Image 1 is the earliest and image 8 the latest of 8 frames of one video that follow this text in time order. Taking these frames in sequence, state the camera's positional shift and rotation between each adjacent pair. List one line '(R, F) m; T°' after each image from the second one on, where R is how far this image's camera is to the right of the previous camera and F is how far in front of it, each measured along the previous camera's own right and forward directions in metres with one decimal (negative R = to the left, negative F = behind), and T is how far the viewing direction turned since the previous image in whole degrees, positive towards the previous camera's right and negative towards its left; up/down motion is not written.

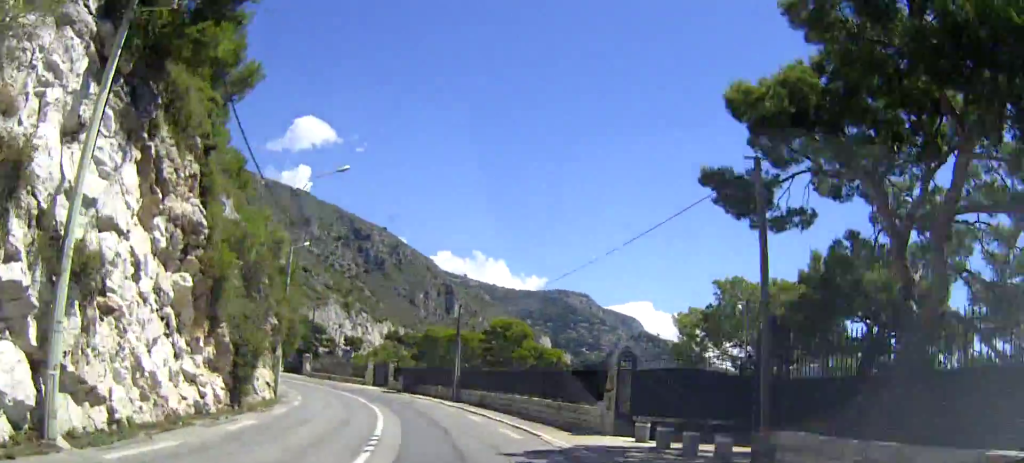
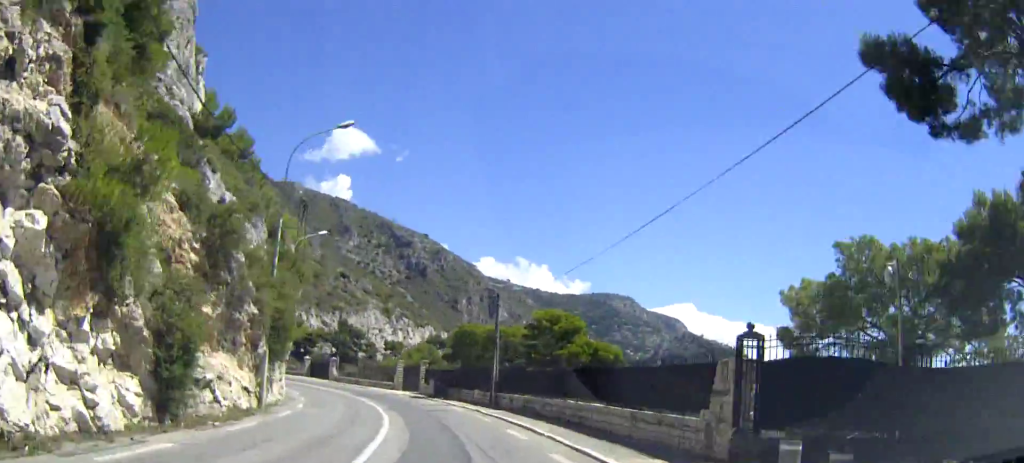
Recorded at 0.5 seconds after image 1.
(-0.2, +6.8) m; -5°
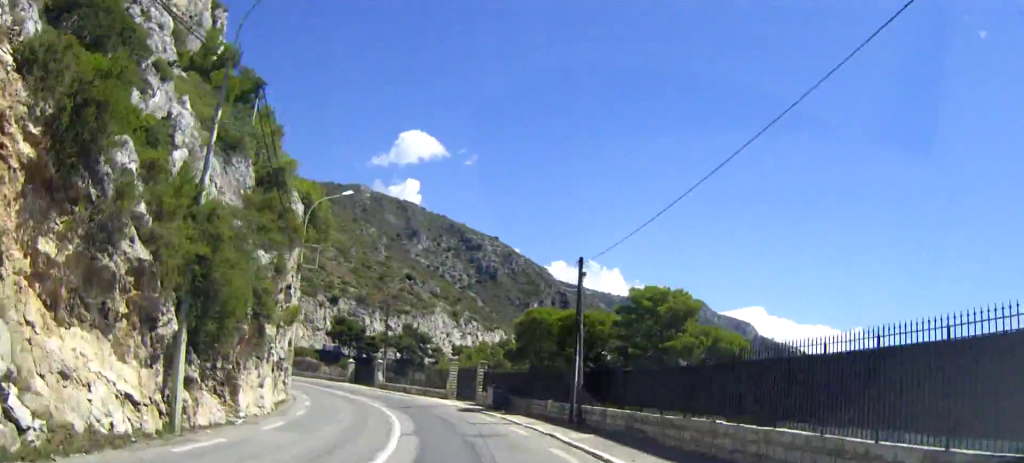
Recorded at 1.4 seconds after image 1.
(-0.4, +10.4) m; -10°
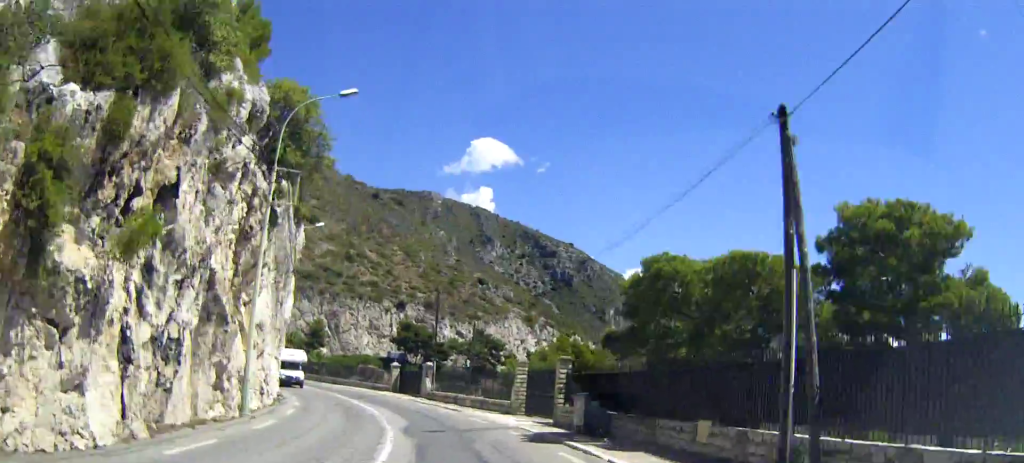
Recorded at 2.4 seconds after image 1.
(-1.9, +13.3) m; -8°
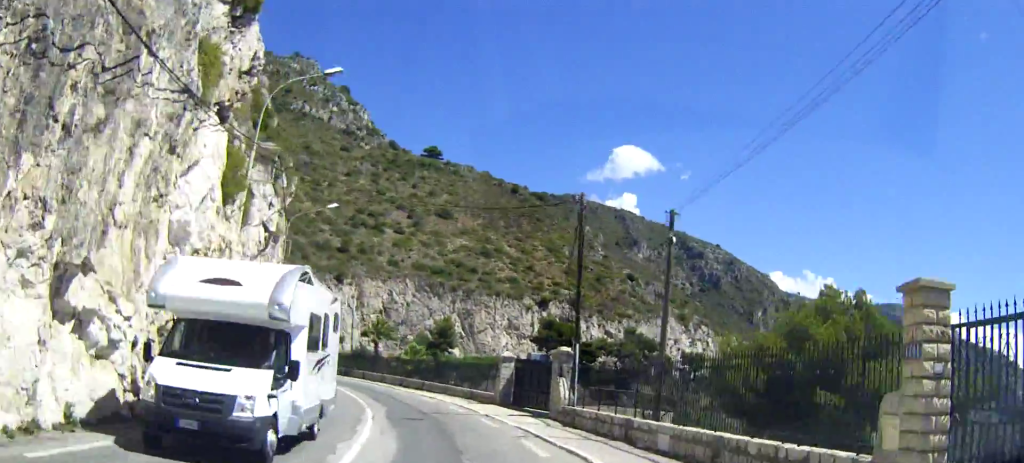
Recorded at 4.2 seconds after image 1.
(0.0, +23.8) m; 0°
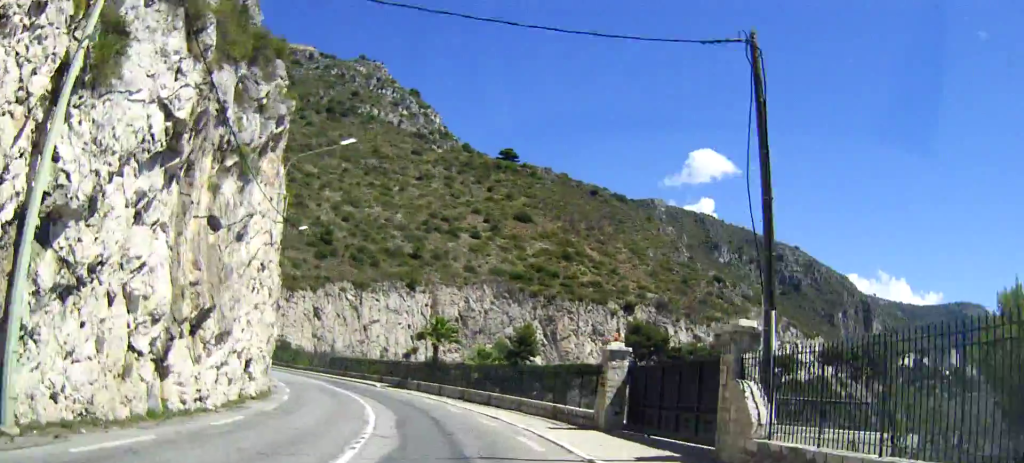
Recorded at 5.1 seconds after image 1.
(0.0, +12.2) m; -7°
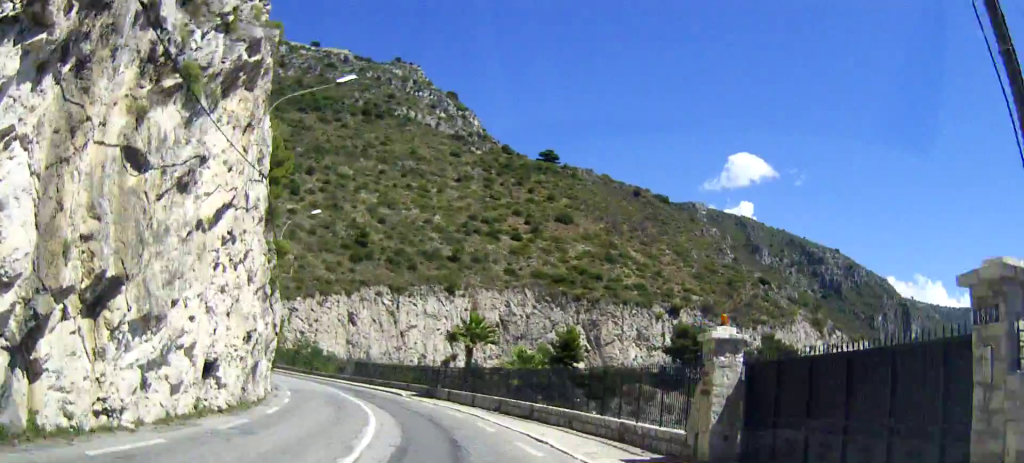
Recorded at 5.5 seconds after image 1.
(-0.6, +6.3) m; -6°
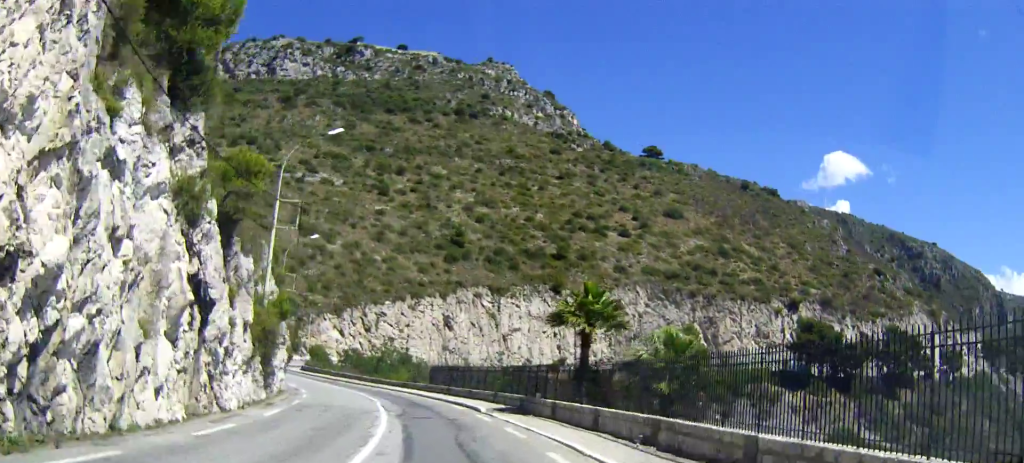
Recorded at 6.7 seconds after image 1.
(-2.5, +15.6) m; -13°
